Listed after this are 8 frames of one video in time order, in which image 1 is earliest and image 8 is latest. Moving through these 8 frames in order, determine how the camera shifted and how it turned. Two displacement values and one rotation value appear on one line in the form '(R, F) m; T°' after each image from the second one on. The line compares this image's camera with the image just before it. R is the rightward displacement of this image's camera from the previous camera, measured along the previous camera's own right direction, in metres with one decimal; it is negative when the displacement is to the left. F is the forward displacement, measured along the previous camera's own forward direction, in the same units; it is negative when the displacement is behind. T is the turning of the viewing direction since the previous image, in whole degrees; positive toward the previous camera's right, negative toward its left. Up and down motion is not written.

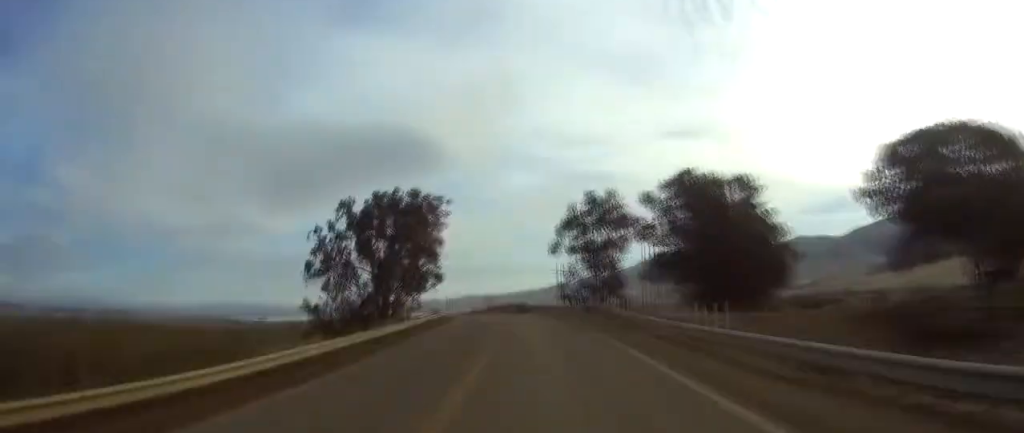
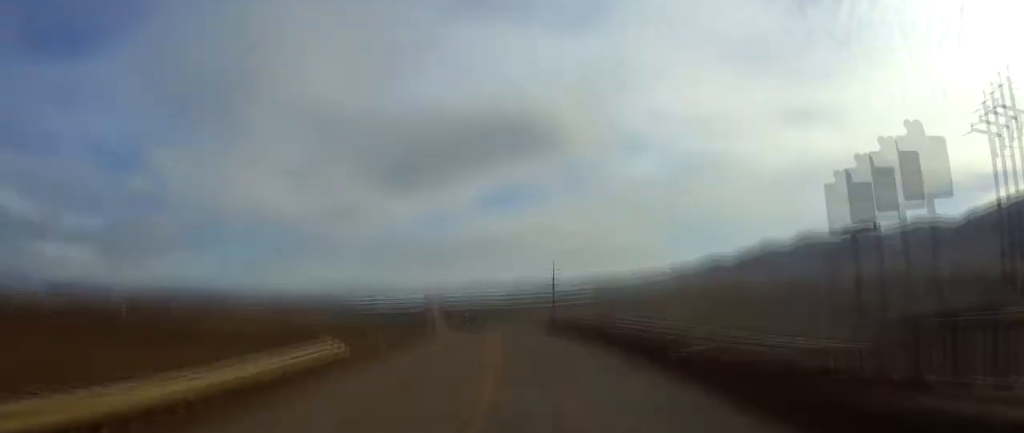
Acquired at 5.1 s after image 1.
(-10.2, +115.0) m; -10°
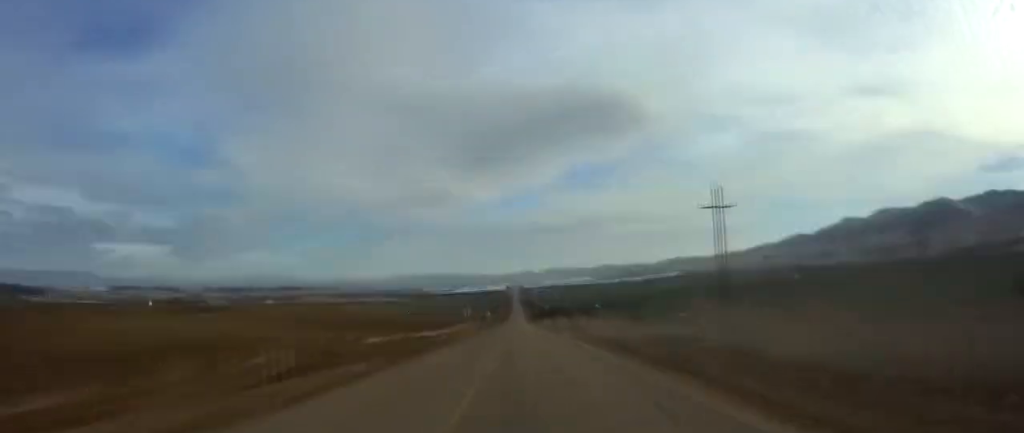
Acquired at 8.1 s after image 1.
(-3.8, +70.7) m; -3°
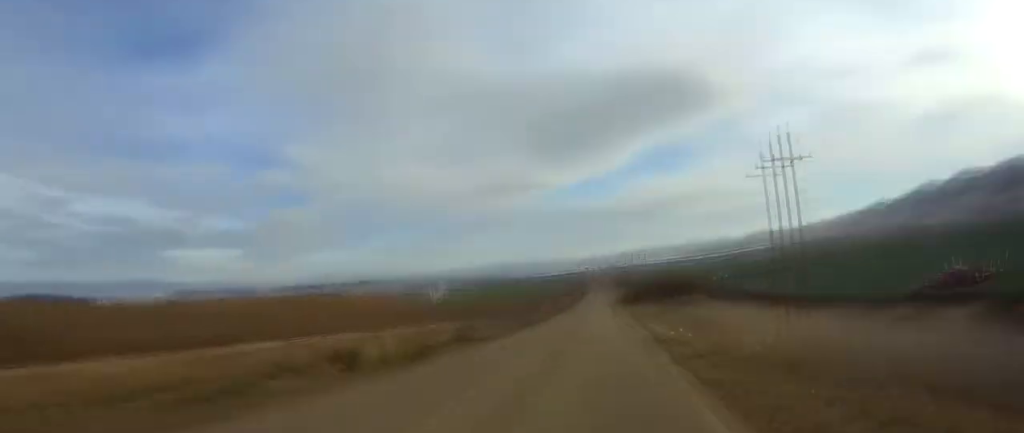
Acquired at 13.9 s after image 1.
(-3.7, +135.3) m; -2°
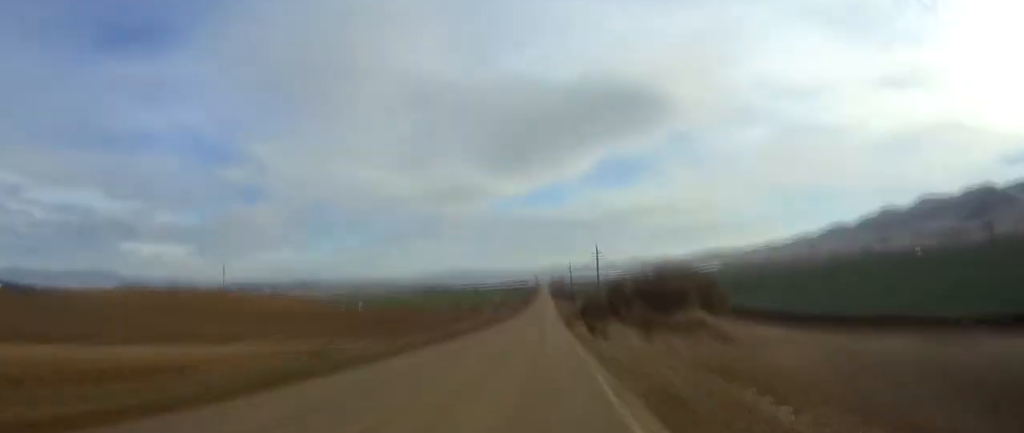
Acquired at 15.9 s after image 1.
(-0.1, +48.2) m; 0°
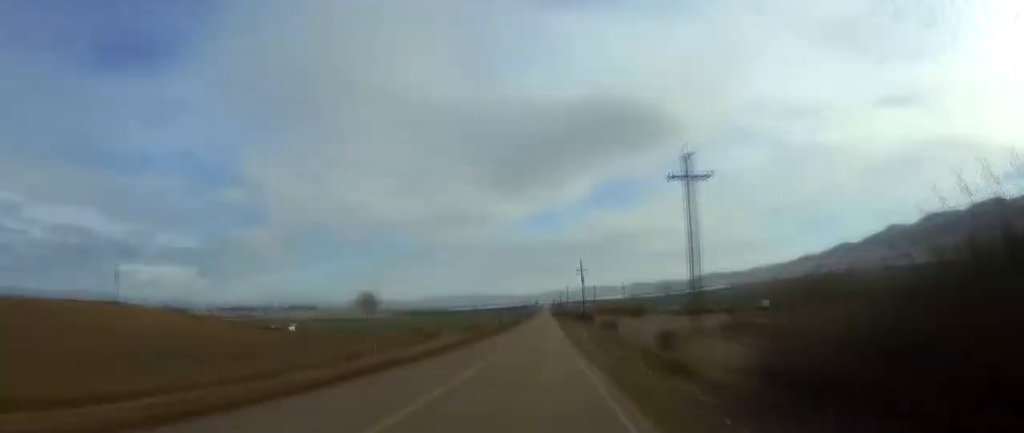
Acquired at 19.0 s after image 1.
(+0.2, +74.1) m; 0°
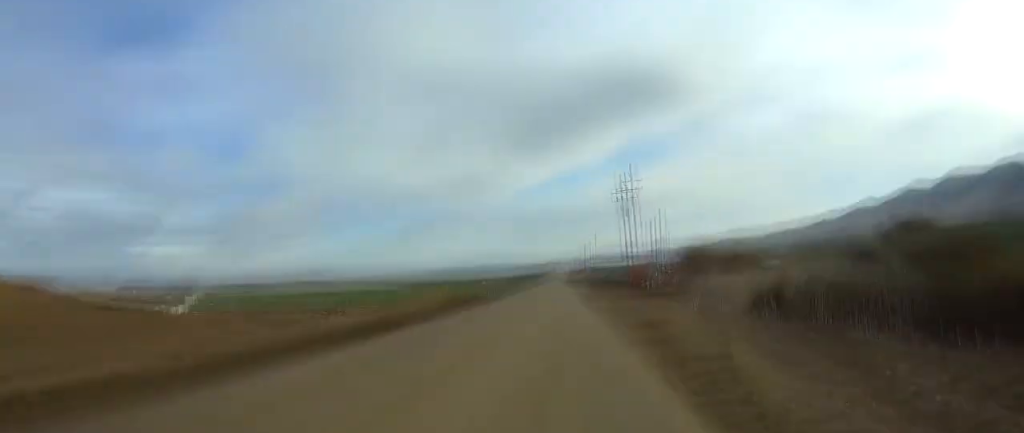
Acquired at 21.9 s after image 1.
(+0.2, +70.8) m; 0°
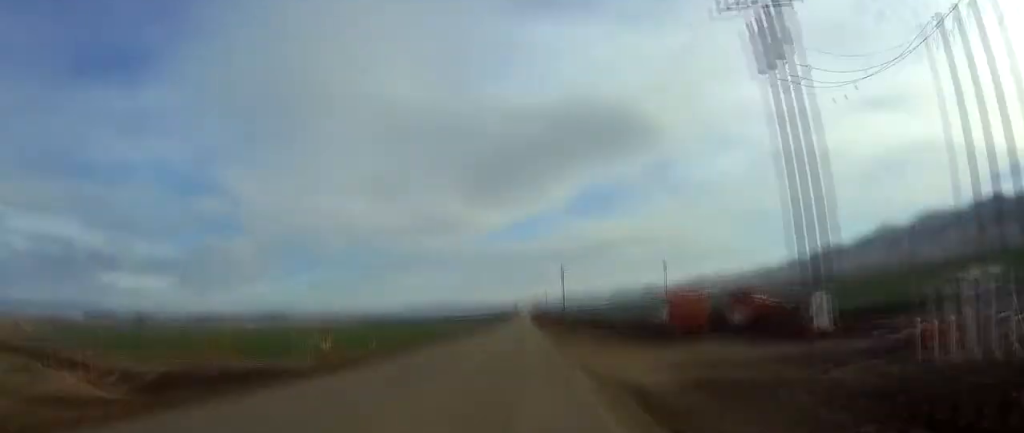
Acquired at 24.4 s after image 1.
(+0.2, +60.6) m; 0°
